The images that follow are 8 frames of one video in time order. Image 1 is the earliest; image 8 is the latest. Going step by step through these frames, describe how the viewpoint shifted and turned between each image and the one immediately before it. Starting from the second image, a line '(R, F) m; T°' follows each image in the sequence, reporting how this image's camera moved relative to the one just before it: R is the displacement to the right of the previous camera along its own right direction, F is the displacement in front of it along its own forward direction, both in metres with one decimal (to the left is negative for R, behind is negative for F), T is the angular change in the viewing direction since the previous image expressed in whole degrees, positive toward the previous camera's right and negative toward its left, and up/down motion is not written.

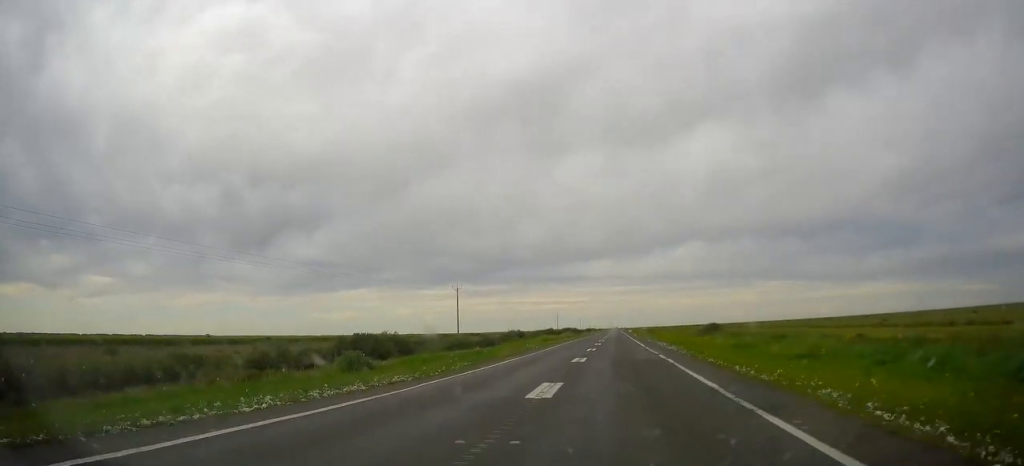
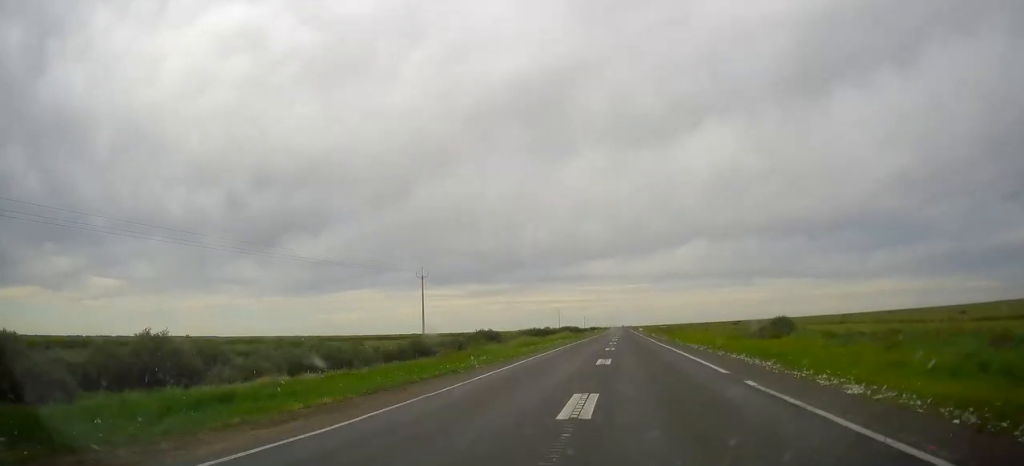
(+0.3, +26.3) m; 0°
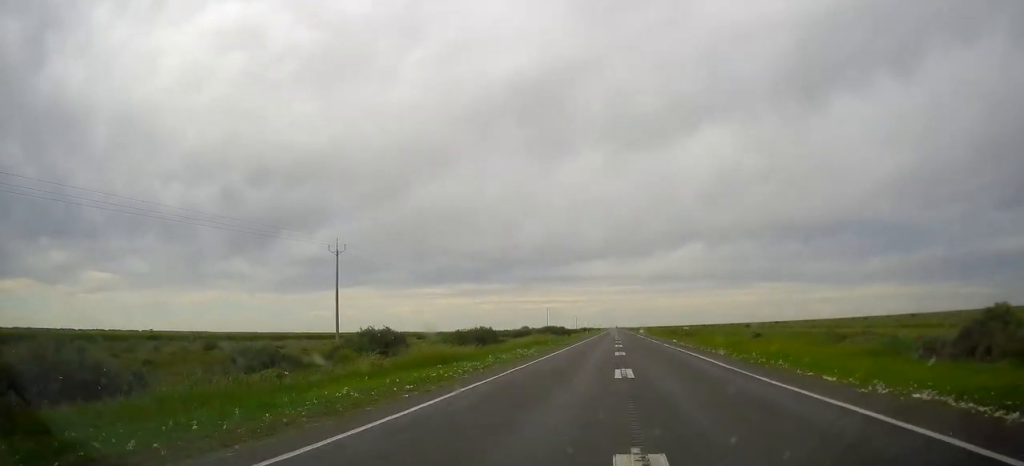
(-0.4, +28.6) m; 0°
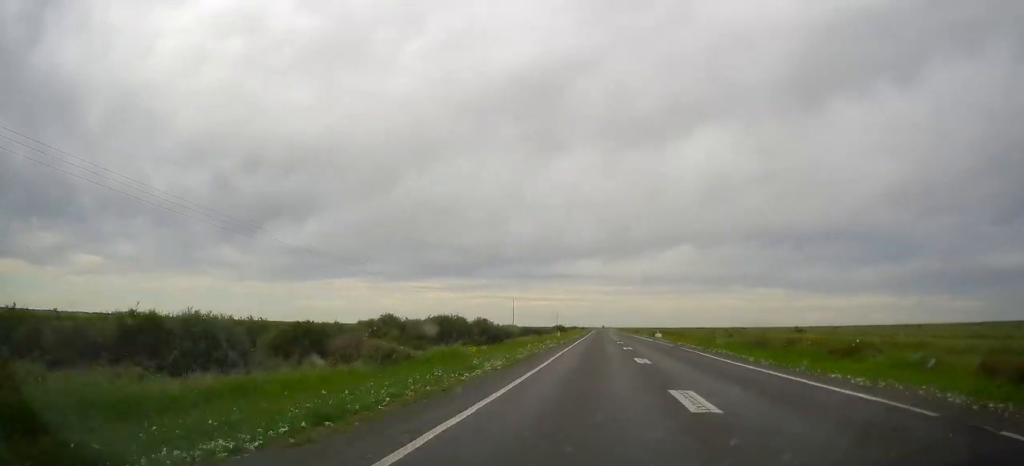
(+1.6, +66.0) m; +2°
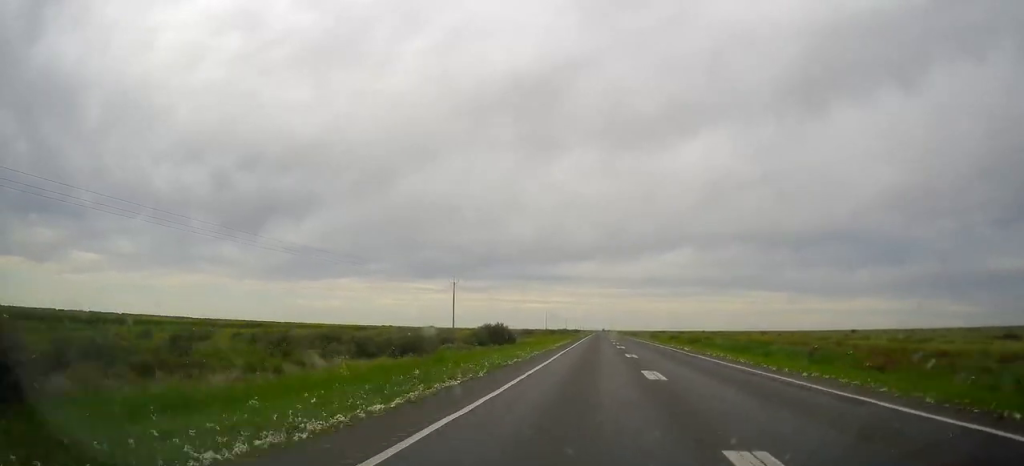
(-0.7, +79.2) m; 0°
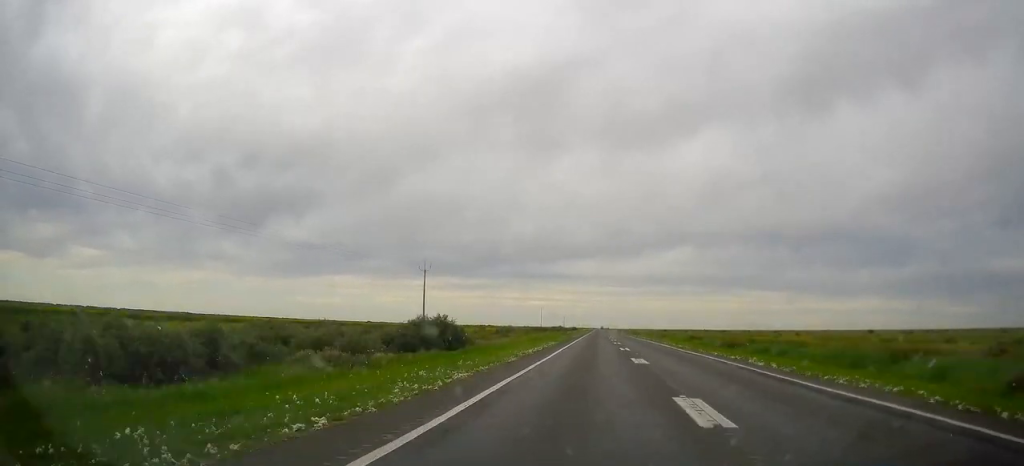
(+0.2, +18.6) m; +1°
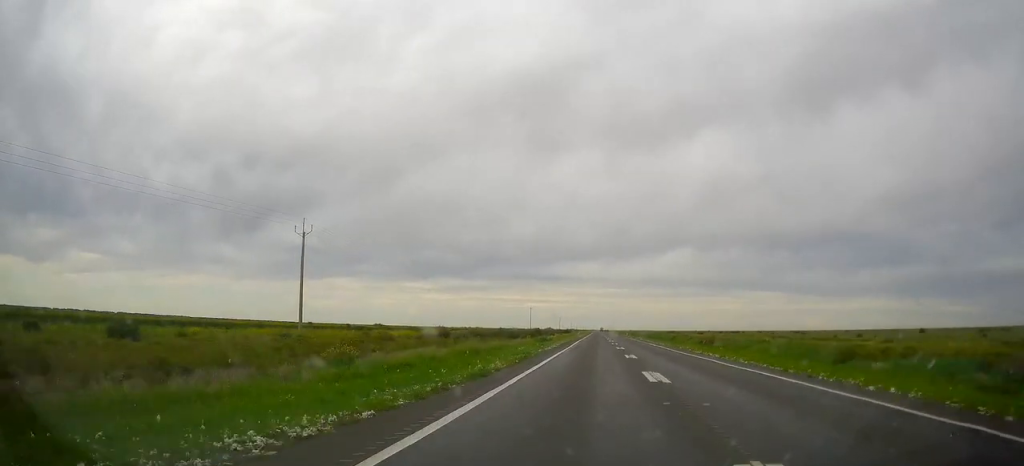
(+0.4, +41.5) m; 0°
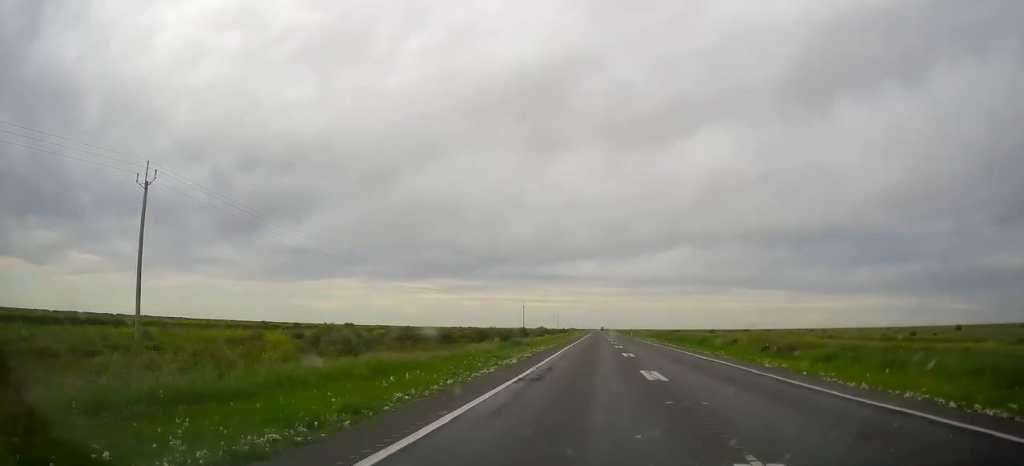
(0.0, +24.0) m; -1°
